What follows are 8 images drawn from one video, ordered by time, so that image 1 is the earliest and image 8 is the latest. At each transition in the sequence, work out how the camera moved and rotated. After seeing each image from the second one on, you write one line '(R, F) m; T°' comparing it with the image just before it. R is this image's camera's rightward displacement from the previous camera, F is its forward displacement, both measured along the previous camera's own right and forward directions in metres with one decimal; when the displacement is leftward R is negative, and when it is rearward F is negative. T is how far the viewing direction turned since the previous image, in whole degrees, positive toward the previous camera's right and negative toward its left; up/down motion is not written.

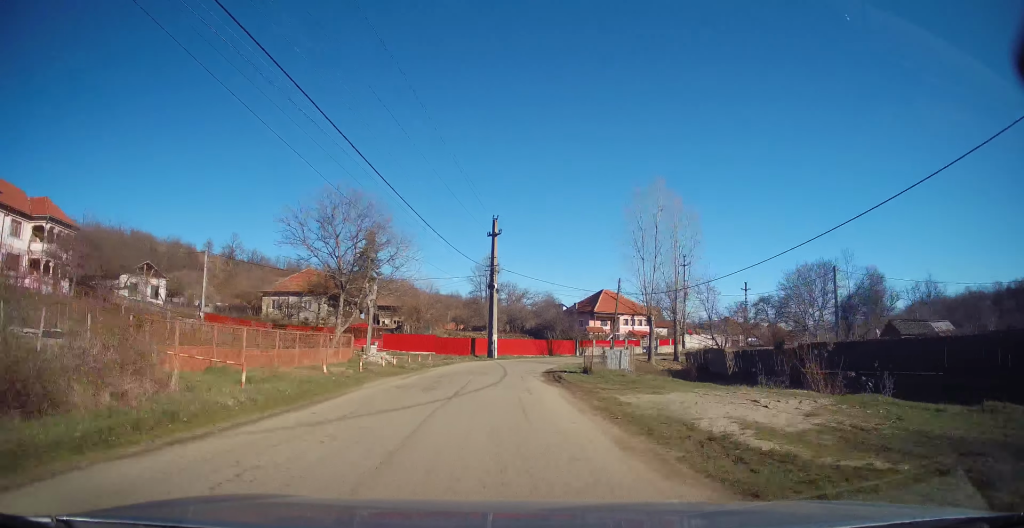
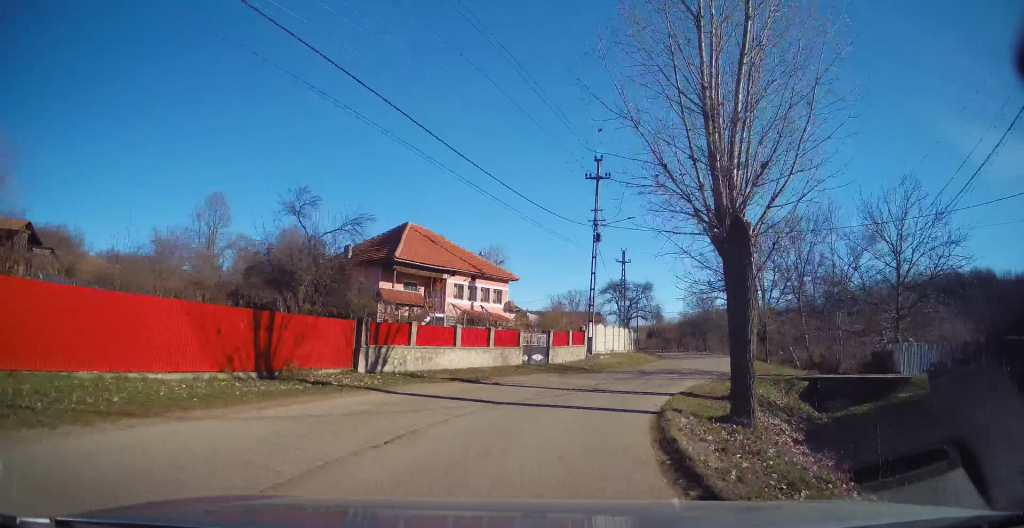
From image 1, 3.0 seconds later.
(+5.1, +40.8) m; +25°
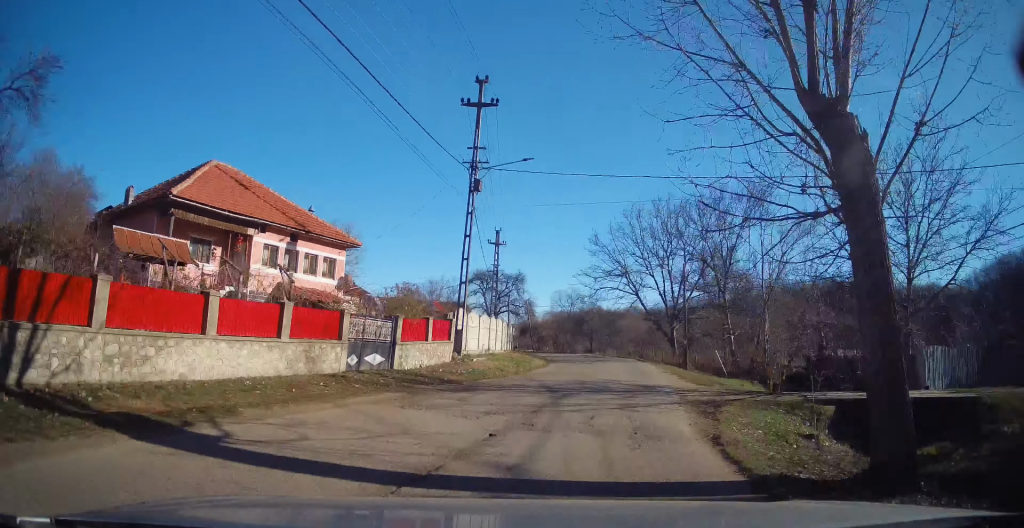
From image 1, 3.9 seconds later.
(+1.1, +10.7) m; +12°
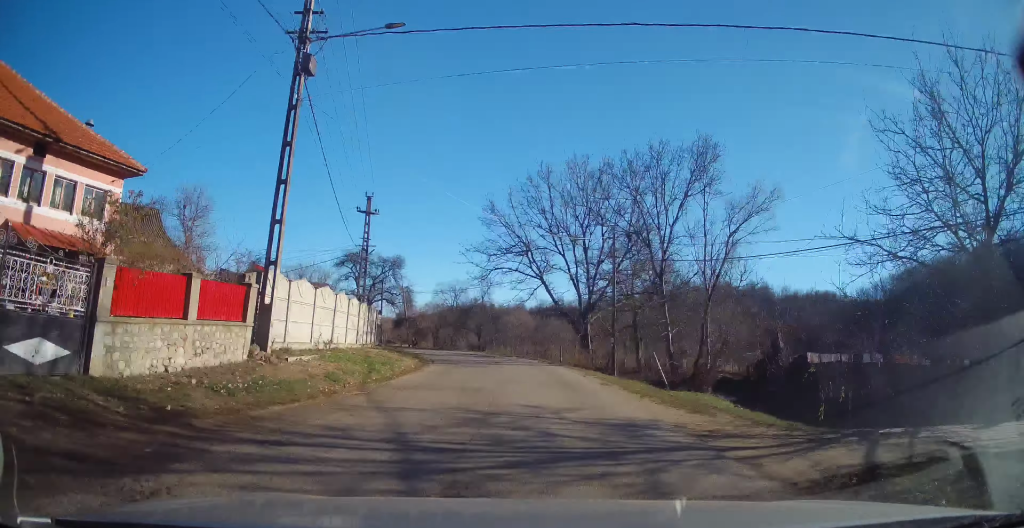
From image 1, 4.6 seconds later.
(+0.9, +9.8) m; +10°
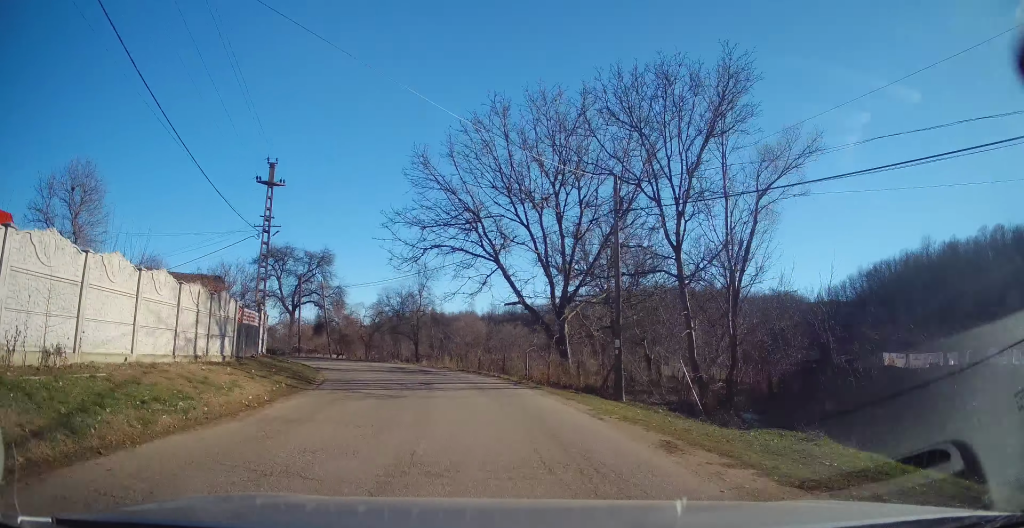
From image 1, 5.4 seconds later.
(+1.1, +10.1) m; +7°
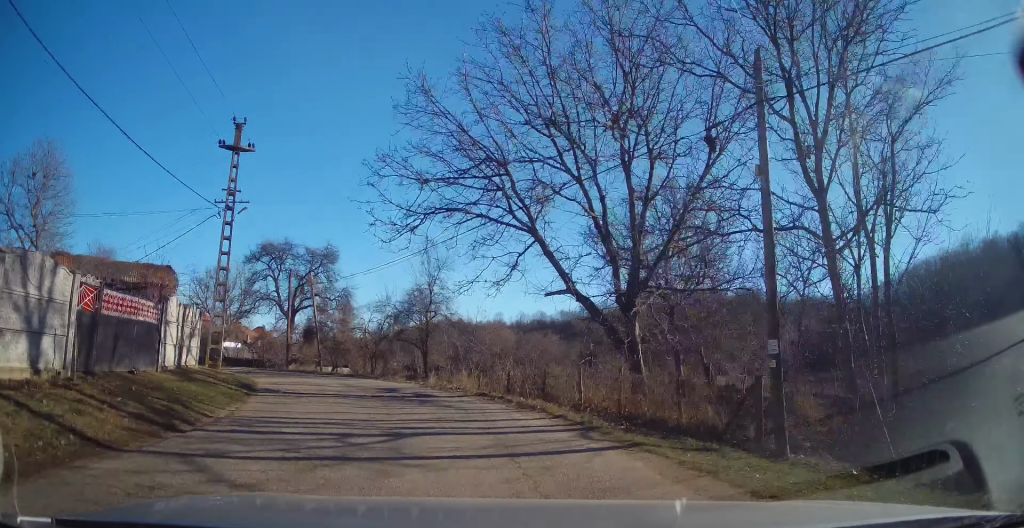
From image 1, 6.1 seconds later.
(+0.1, +7.9) m; -3°
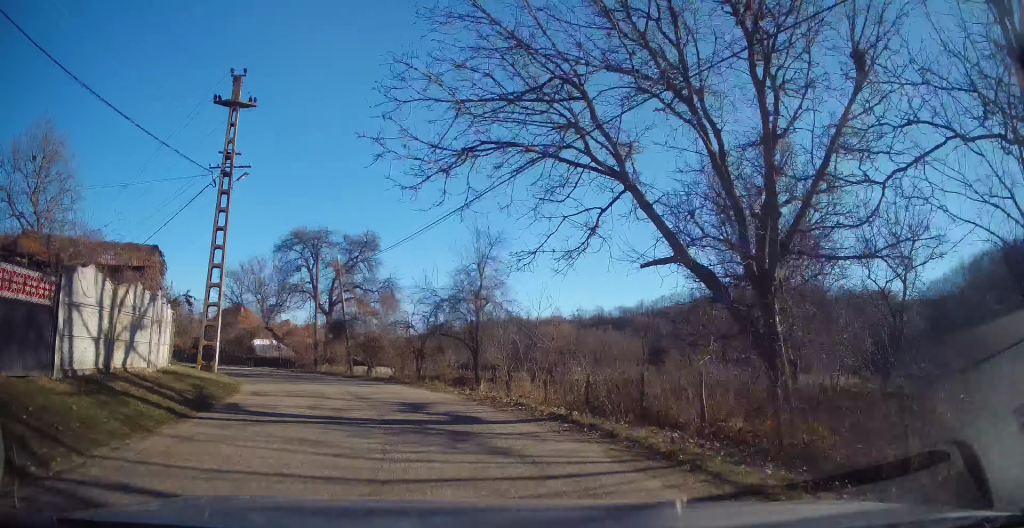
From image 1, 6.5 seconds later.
(+0.2, +5.4) m; -3°
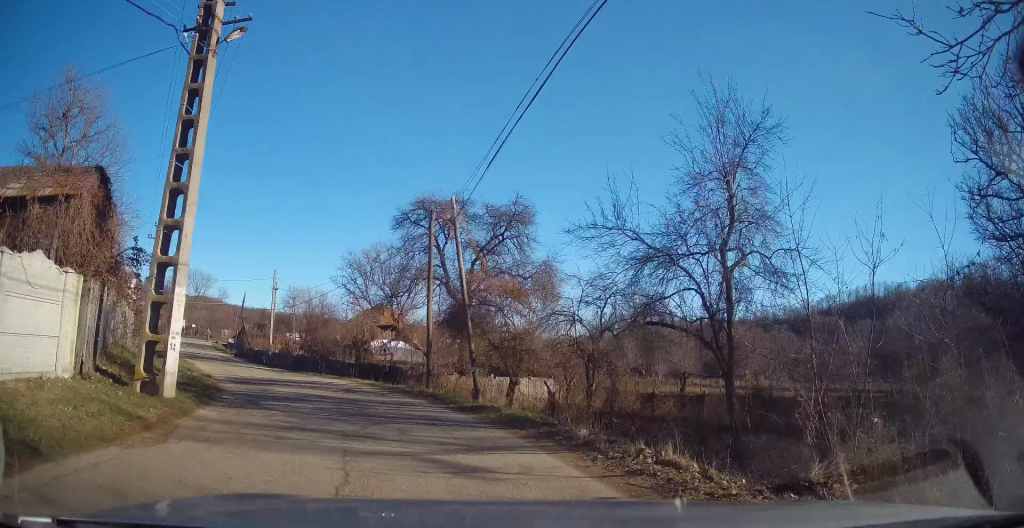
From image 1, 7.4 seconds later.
(-0.9, +11.3) m; -15°
